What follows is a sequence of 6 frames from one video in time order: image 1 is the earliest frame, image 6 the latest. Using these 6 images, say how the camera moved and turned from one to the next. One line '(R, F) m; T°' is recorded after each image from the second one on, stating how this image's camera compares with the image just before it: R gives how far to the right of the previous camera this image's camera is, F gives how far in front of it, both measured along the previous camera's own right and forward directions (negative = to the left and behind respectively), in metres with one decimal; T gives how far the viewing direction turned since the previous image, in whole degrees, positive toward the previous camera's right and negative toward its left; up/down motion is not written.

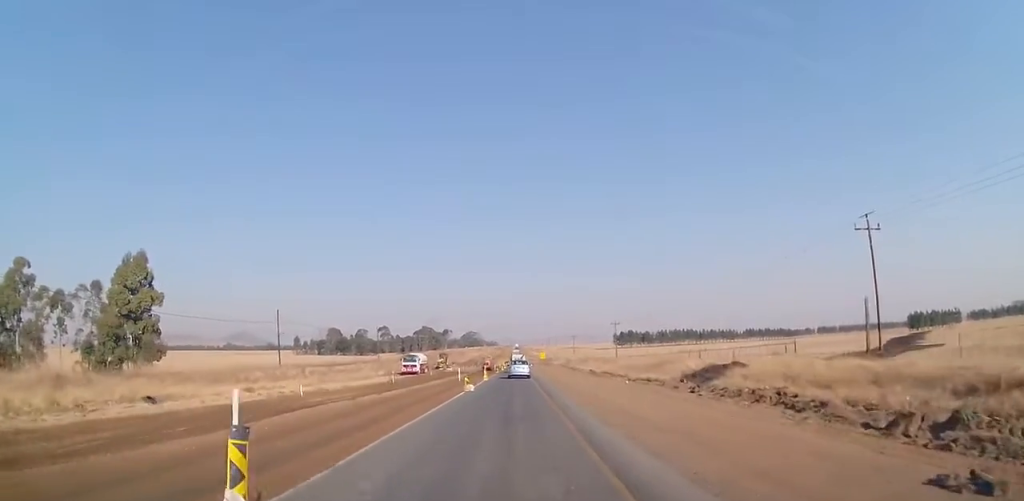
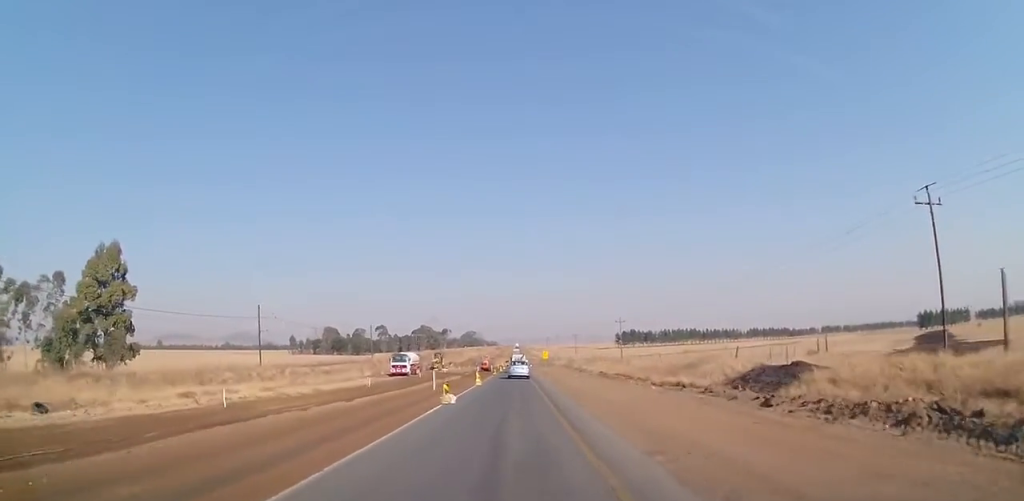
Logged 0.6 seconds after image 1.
(0.0, +7.4) m; 0°
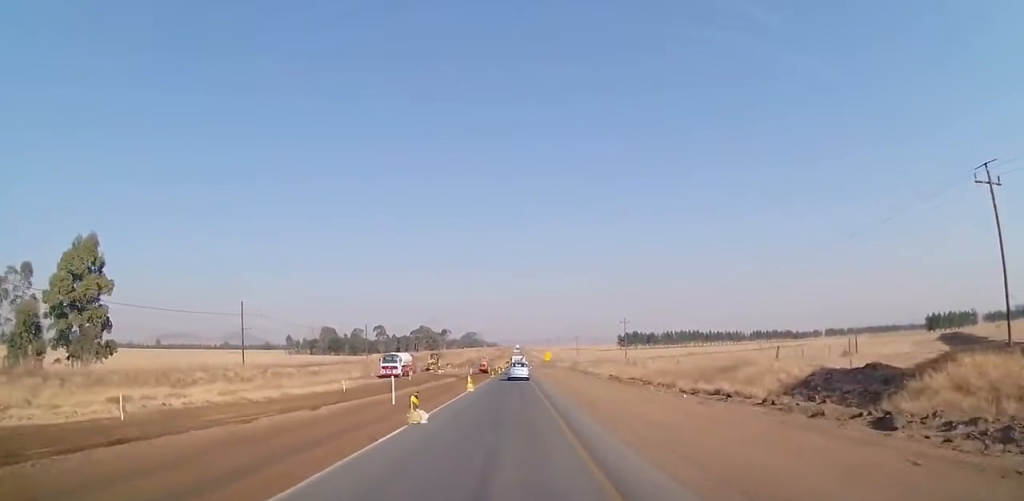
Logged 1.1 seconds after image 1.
(0.0, +5.8) m; 0°
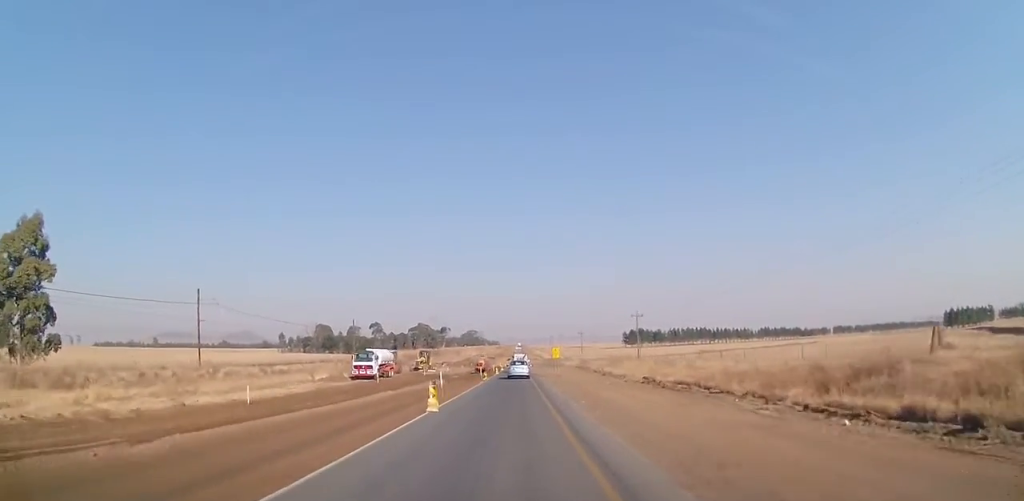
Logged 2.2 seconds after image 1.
(+0.1, +12.2) m; +1°
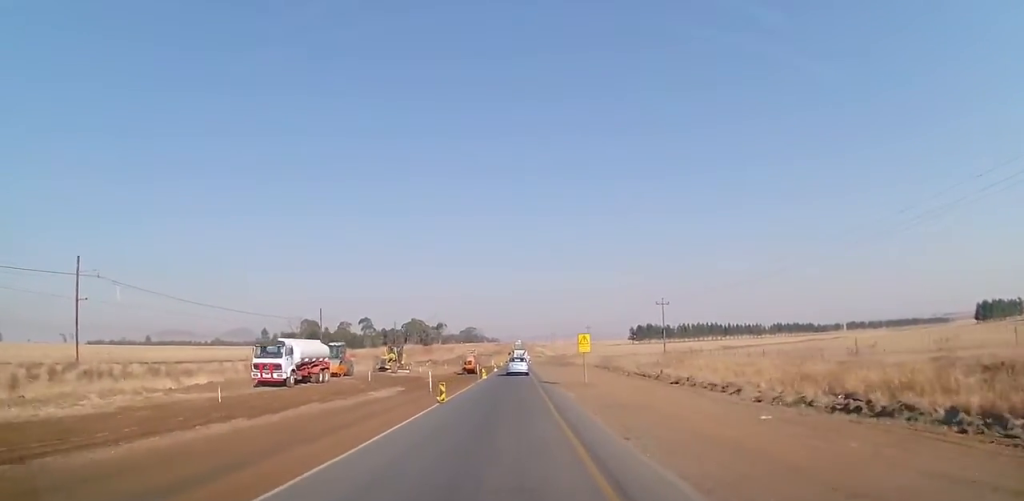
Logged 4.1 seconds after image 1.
(+0.2, +22.1) m; +1°
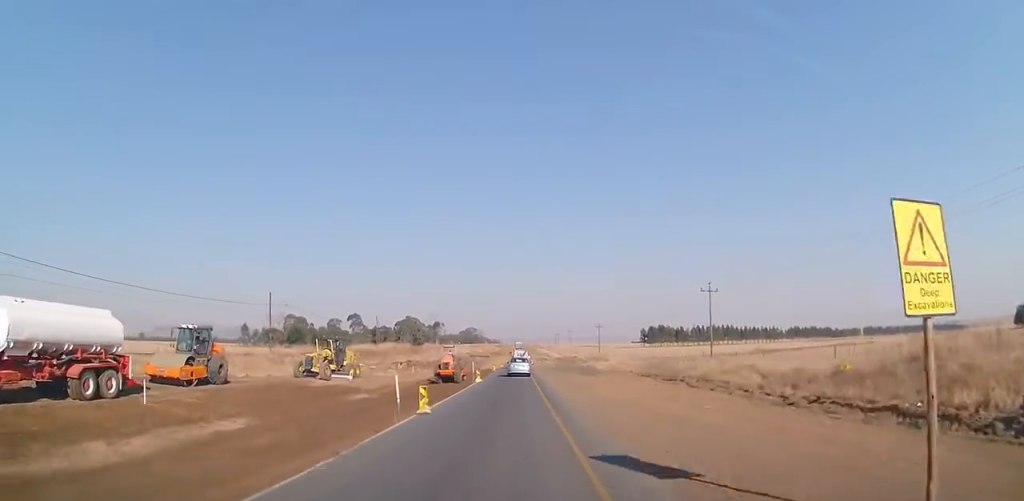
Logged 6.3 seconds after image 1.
(0.0, +24.3) m; +1°
